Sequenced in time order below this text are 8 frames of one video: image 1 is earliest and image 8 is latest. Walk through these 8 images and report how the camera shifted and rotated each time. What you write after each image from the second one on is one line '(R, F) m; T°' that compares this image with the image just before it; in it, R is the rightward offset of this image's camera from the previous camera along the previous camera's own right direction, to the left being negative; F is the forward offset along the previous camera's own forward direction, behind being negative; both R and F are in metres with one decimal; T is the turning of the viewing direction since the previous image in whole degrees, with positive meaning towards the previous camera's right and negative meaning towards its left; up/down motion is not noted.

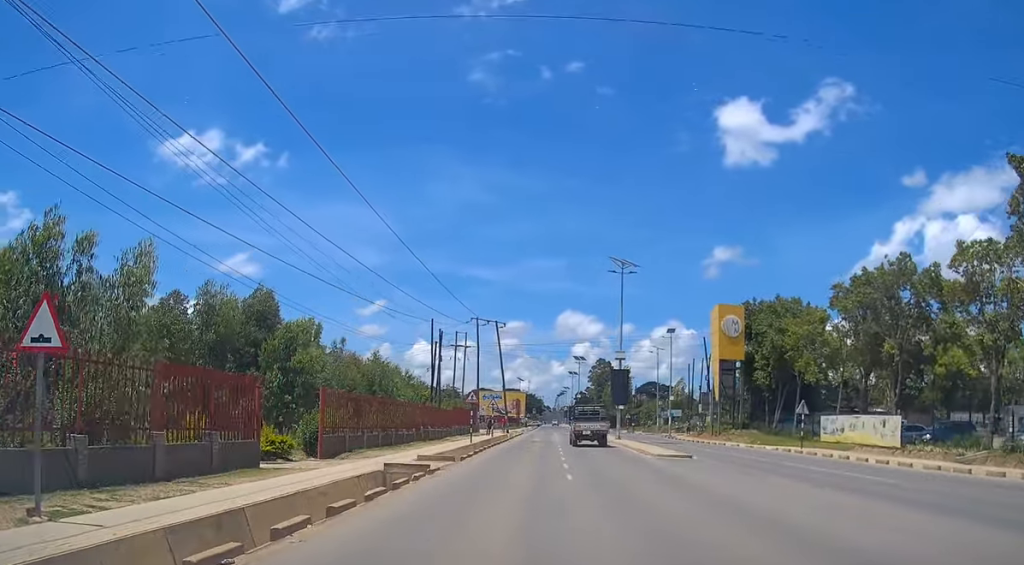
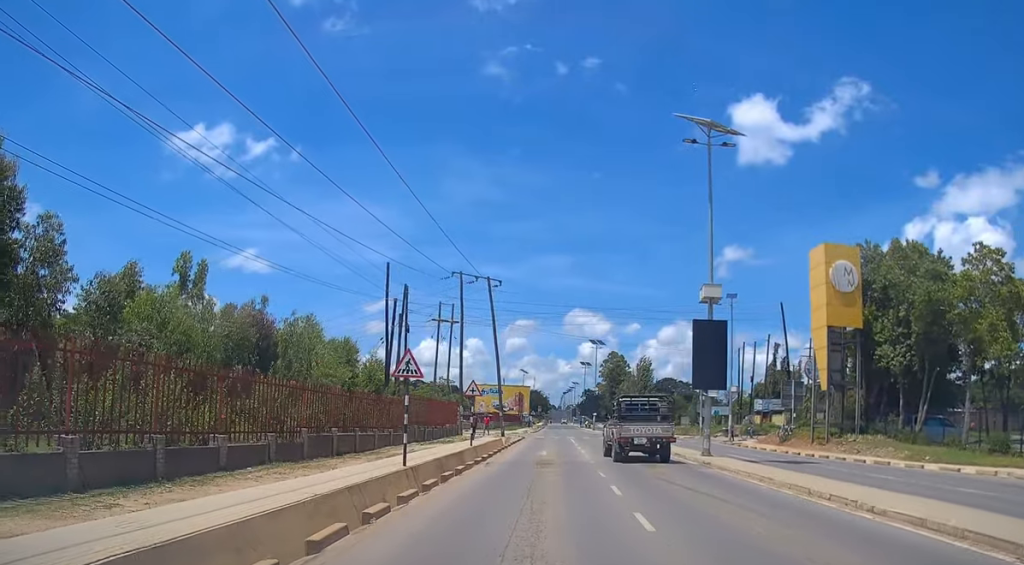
(-0.4, +22.7) m; +1°
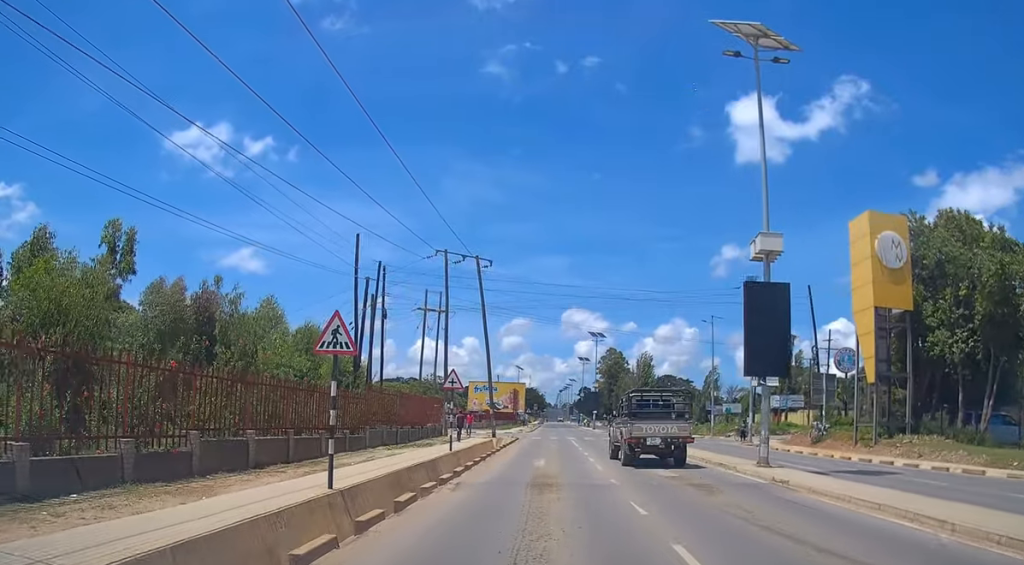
(+0.1, +6.5) m; 0°
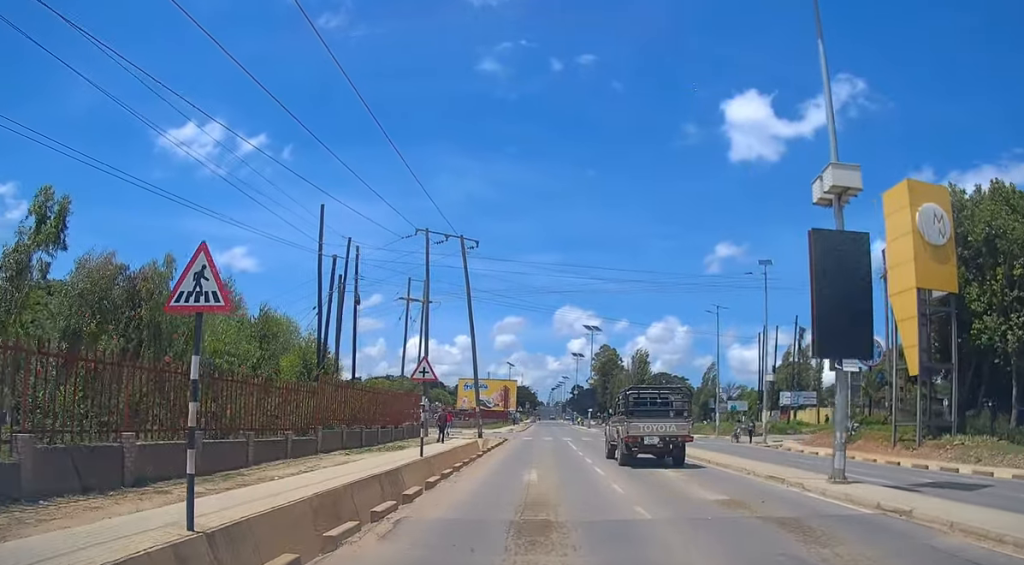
(-0.1, +5.0) m; -1°
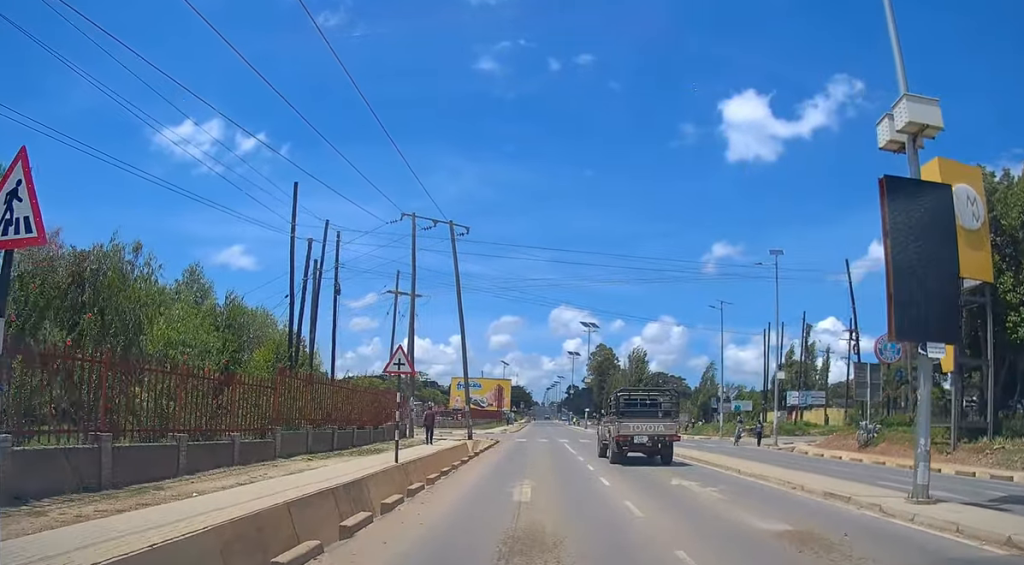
(0.0, +3.5) m; 0°
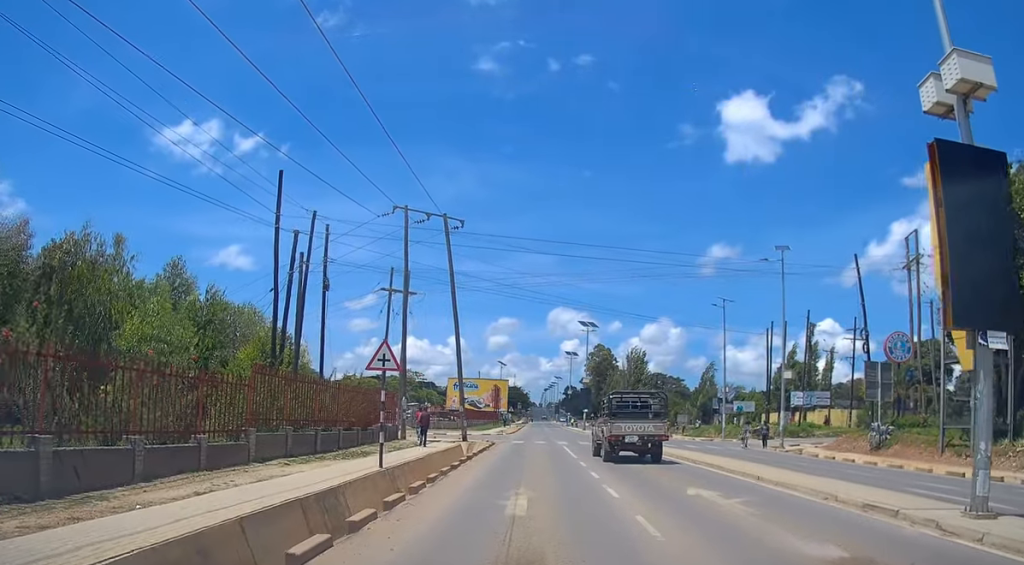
(0.0, +1.2) m; 0°
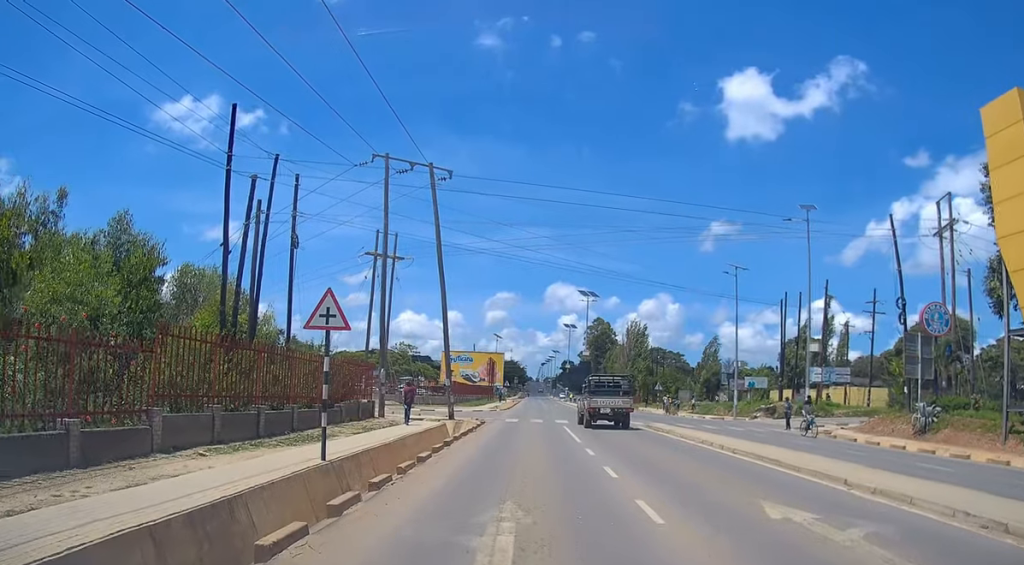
(0.0, +3.2) m; 0°
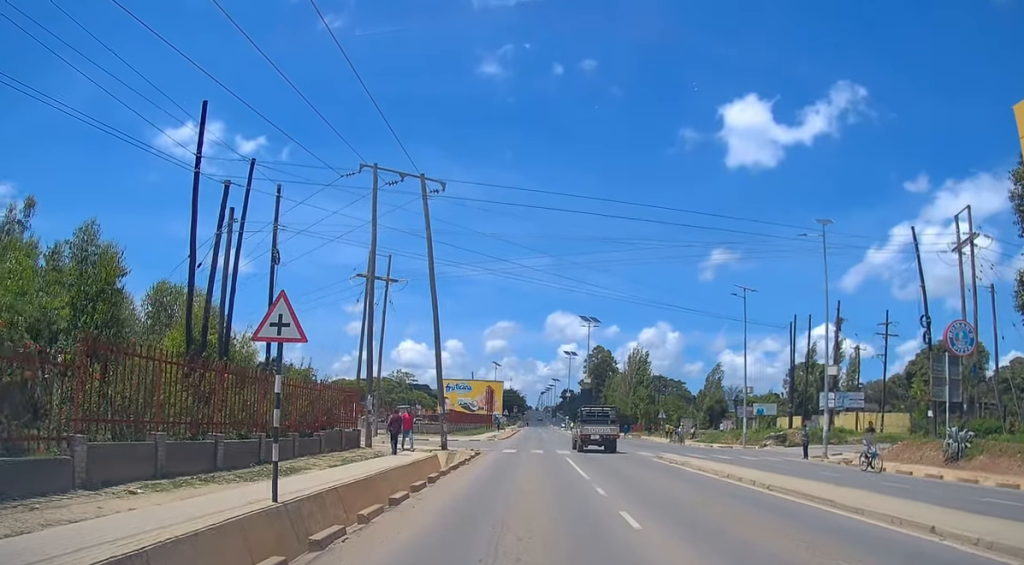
(0.0, +2.6) m; 0°
